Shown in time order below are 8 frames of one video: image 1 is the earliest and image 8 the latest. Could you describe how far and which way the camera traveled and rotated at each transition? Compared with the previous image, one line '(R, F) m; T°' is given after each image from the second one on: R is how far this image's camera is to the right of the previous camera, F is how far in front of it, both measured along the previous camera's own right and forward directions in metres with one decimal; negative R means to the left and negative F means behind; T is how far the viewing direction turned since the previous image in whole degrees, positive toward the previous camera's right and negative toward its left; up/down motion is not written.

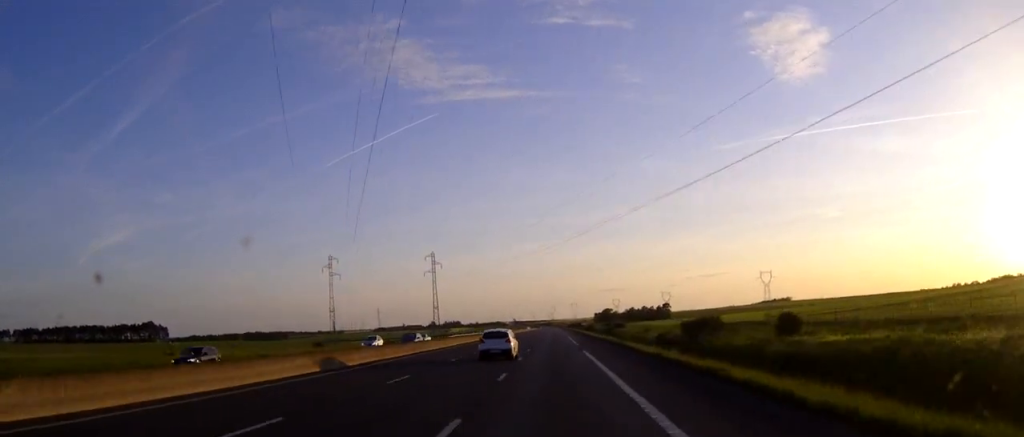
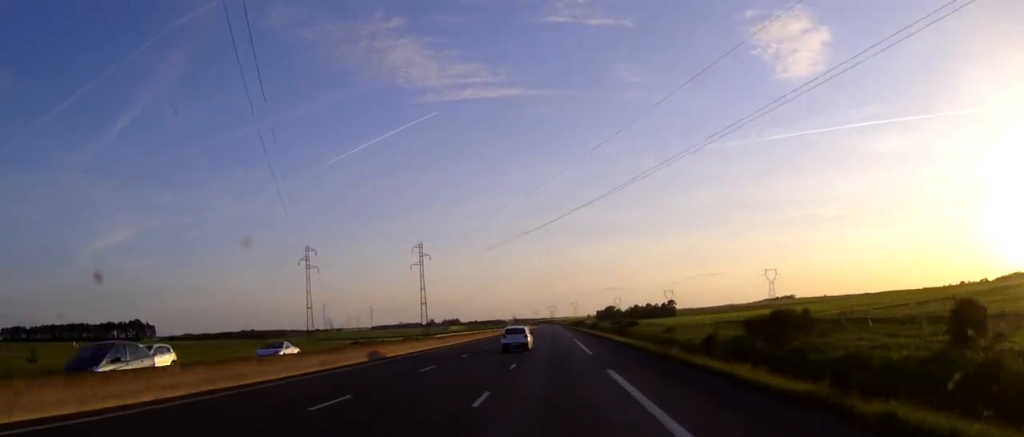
(0.0, +21.1) m; 0°
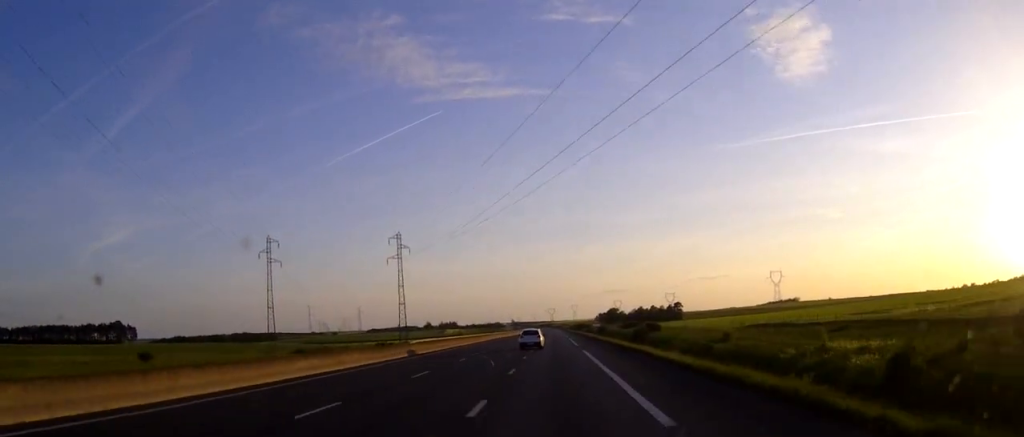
(0.0, +27.2) m; 0°
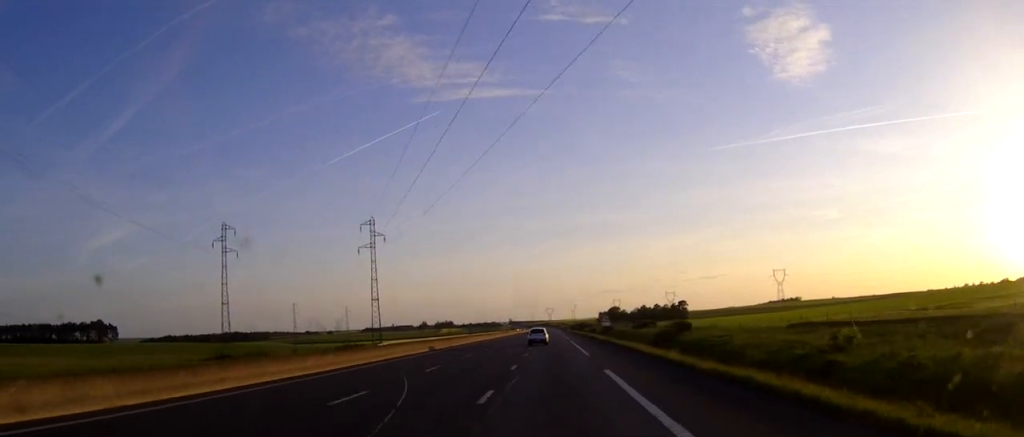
(0.0, +23.7) m; 0°
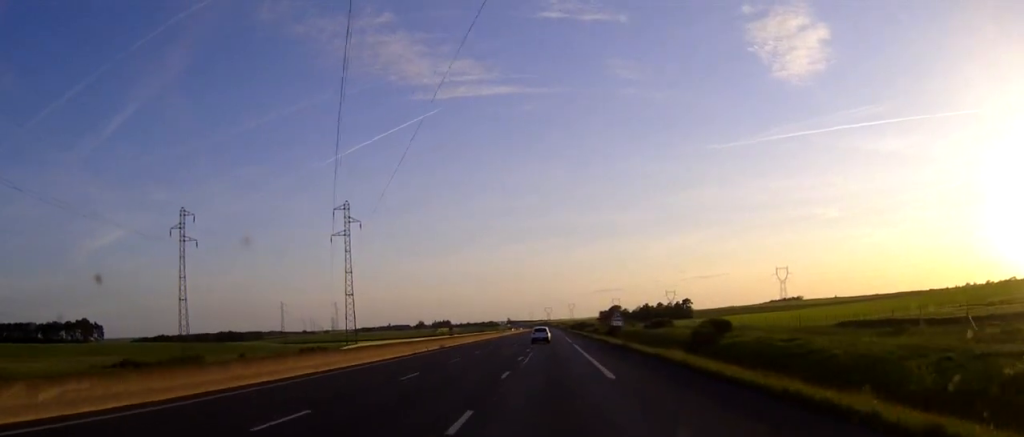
(0.0, +17.6) m; 0°
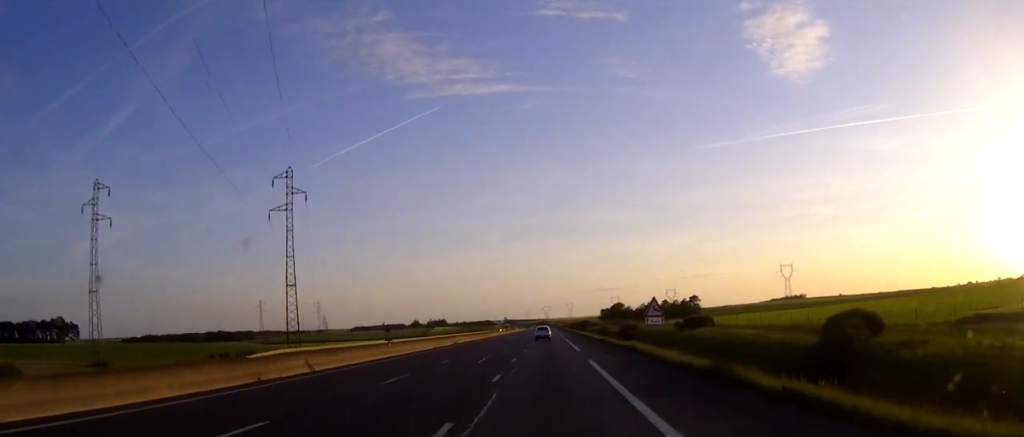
(0.0, +28.3) m; 0°
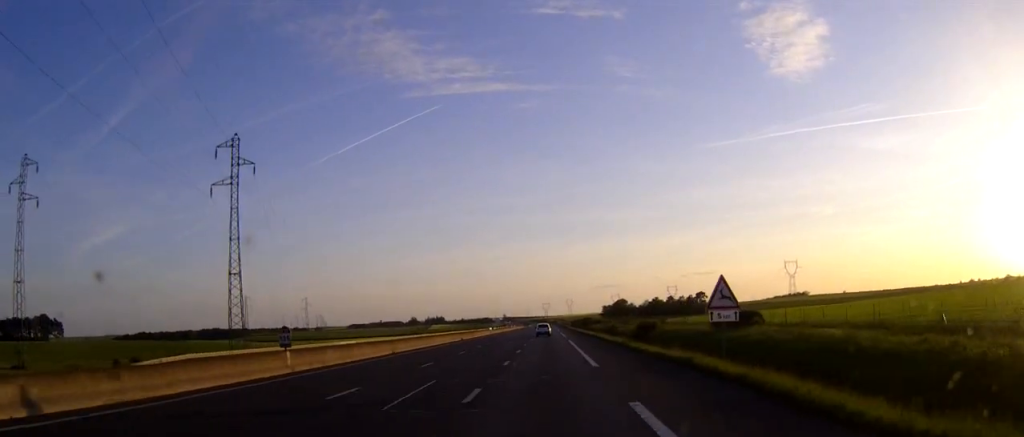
(0.0, +18.5) m; 0°
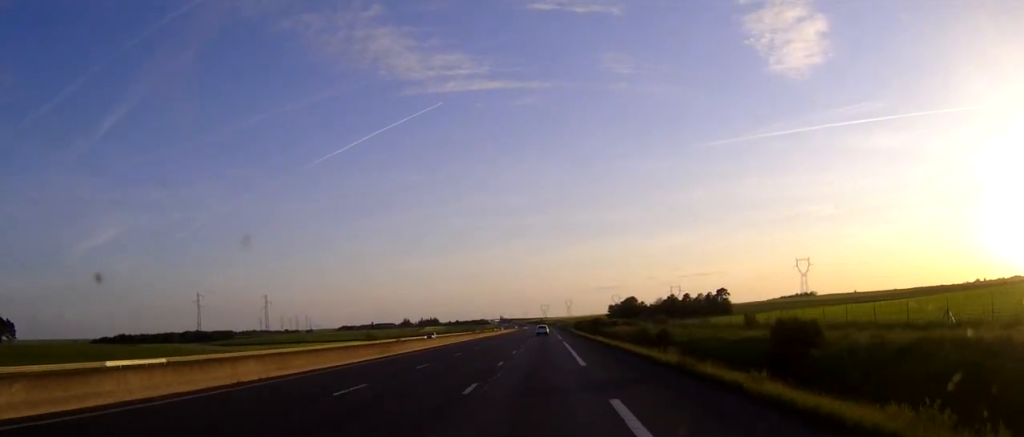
(+0.2, +50.5) m; 0°
